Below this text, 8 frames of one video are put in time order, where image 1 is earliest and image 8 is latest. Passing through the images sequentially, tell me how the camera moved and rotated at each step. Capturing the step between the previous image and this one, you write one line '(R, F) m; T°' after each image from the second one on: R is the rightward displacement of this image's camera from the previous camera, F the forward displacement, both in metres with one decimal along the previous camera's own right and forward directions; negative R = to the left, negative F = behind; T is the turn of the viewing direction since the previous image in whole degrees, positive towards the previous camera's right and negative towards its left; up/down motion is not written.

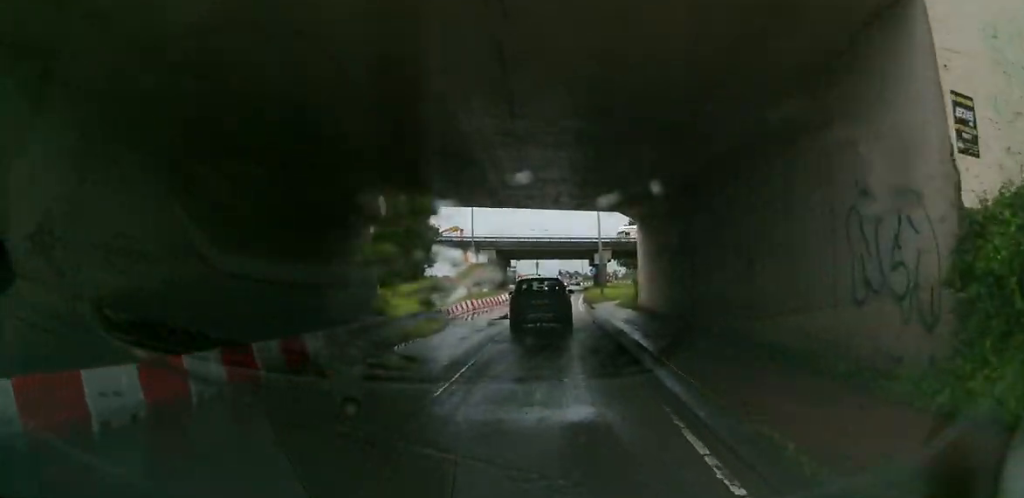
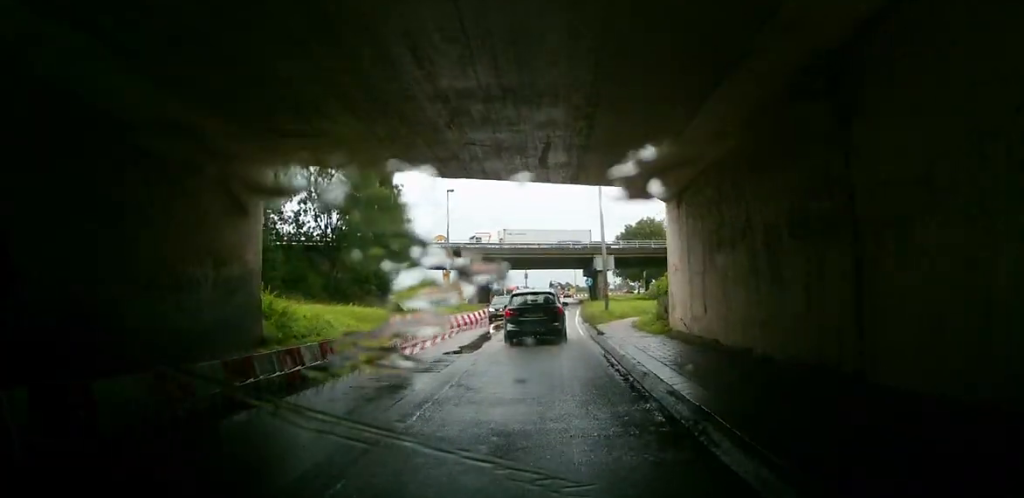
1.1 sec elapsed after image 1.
(+0.4, +9.0) m; +3°
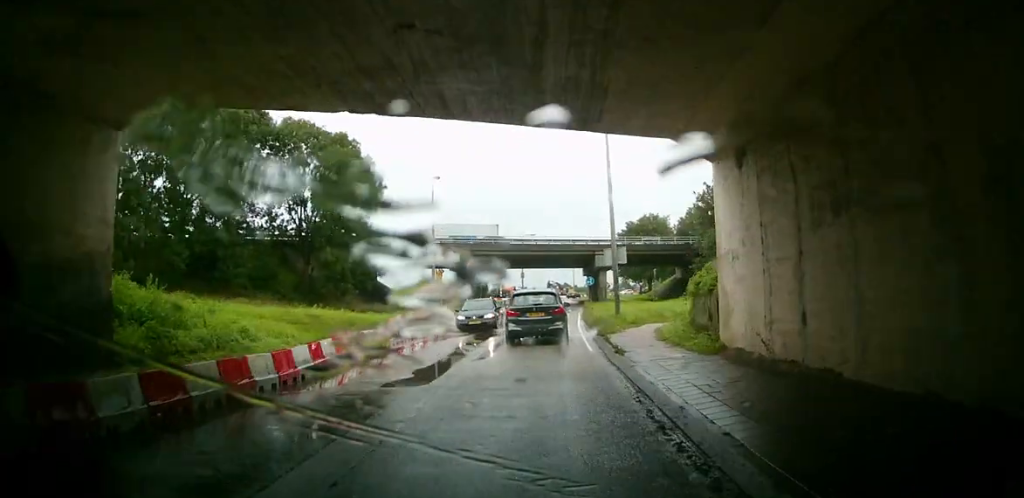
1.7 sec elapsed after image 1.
(0.0, +5.5) m; +3°
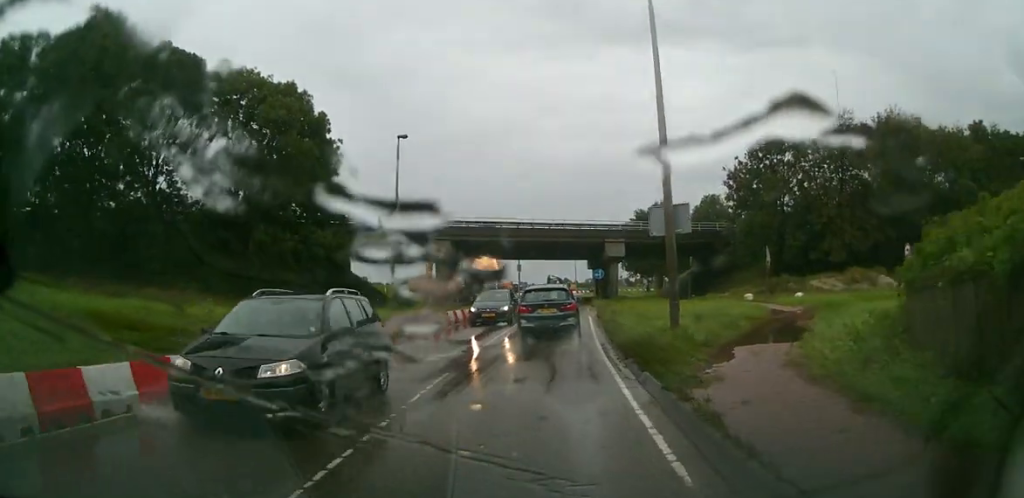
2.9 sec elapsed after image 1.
(+0.6, +11.0) m; +7°
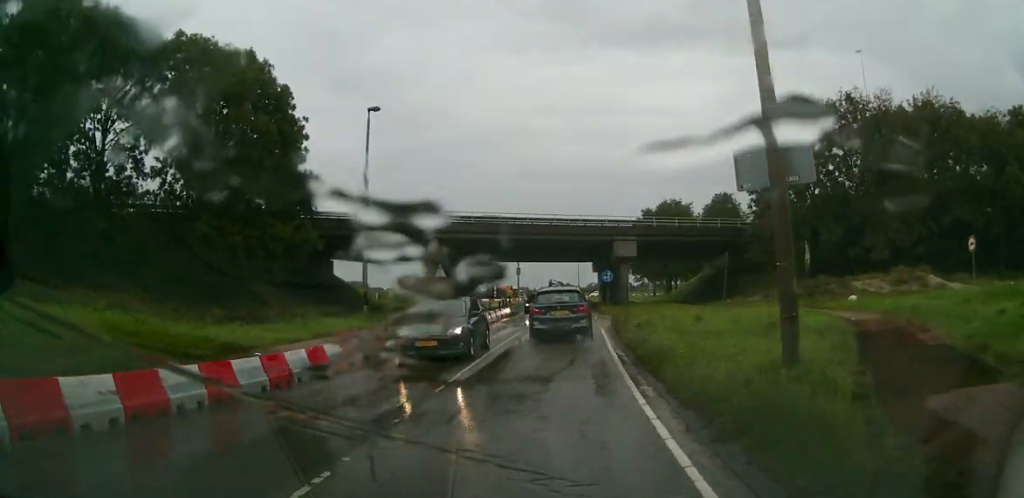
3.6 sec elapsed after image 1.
(+0.2, +6.8) m; +1°
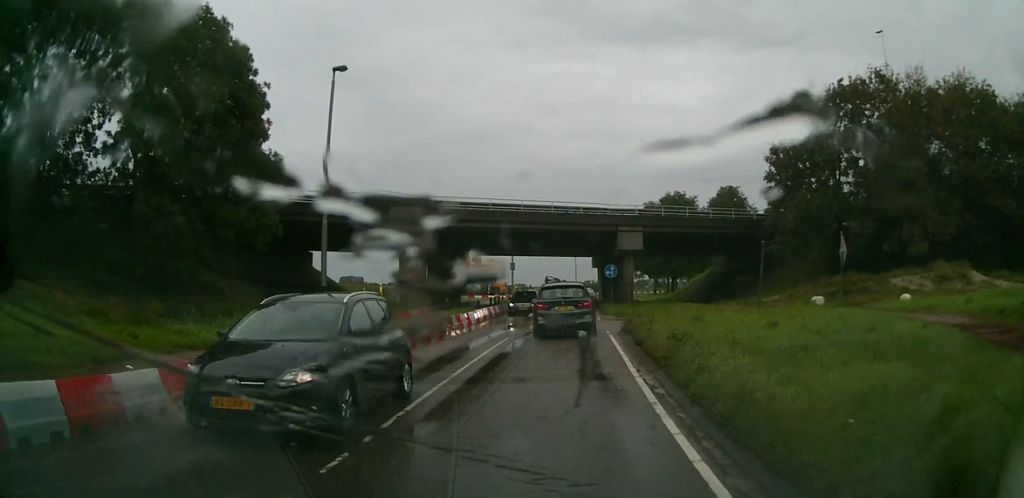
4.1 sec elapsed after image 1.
(+0.1, +5.2) m; +1°
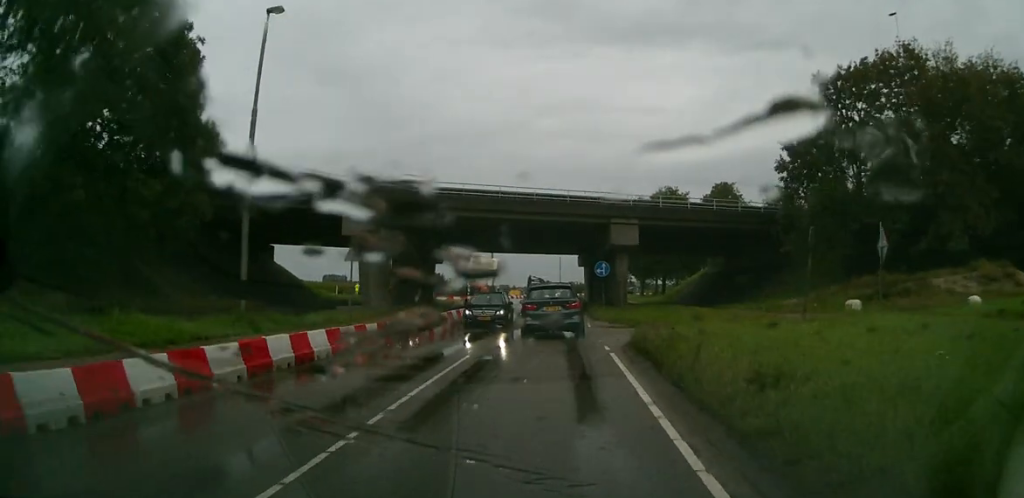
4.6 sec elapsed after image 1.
(0.0, +5.9) m; 0°
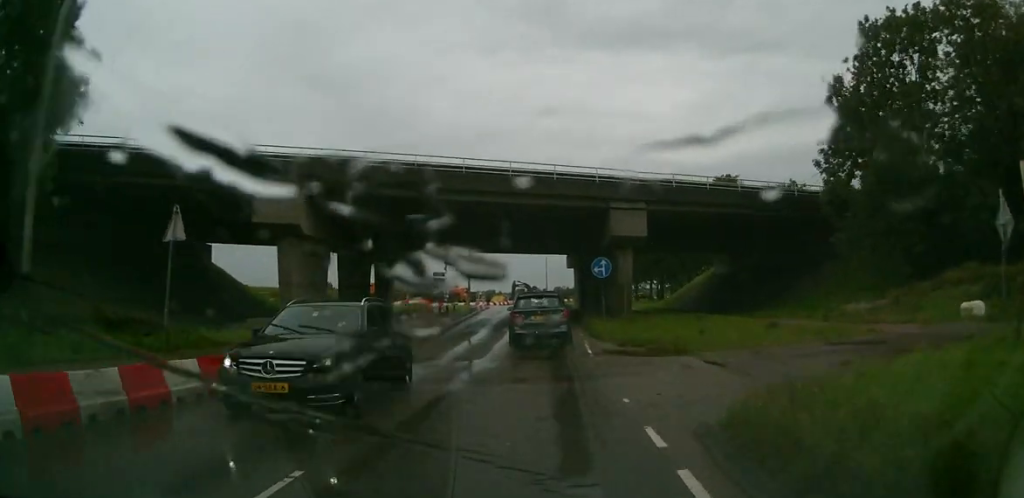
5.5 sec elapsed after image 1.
(0.0, +9.7) m; 0°
